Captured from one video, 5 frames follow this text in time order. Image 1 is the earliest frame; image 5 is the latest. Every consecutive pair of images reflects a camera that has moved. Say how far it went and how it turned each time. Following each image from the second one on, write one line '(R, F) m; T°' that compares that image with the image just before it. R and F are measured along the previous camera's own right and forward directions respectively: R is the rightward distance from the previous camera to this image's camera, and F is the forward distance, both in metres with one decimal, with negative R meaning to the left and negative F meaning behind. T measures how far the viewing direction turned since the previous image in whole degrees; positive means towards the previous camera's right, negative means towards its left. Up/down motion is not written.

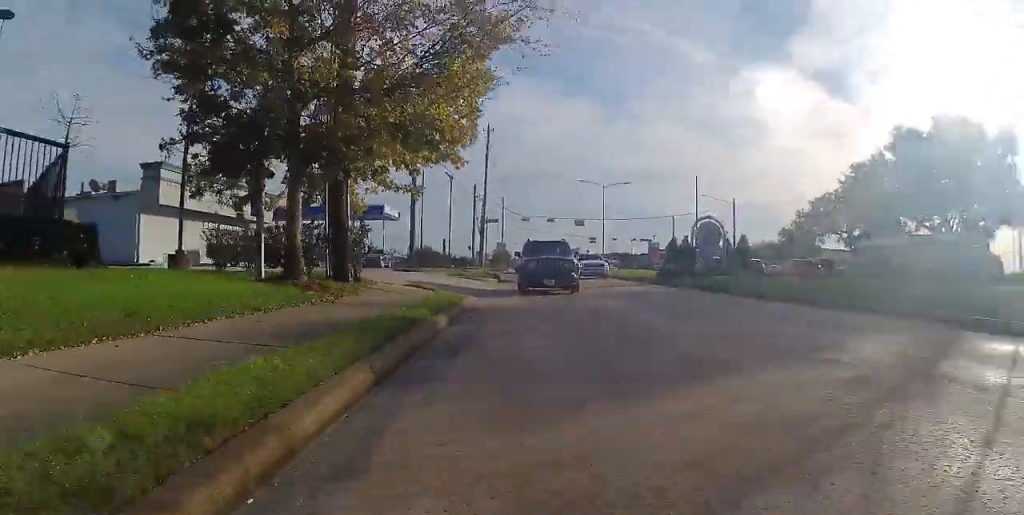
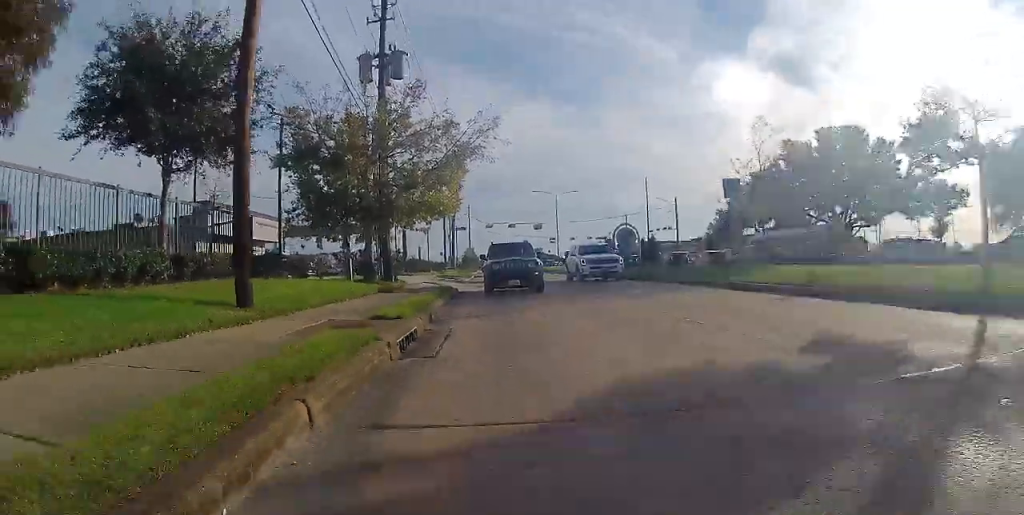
(-0.1, +10.2) m; -3°
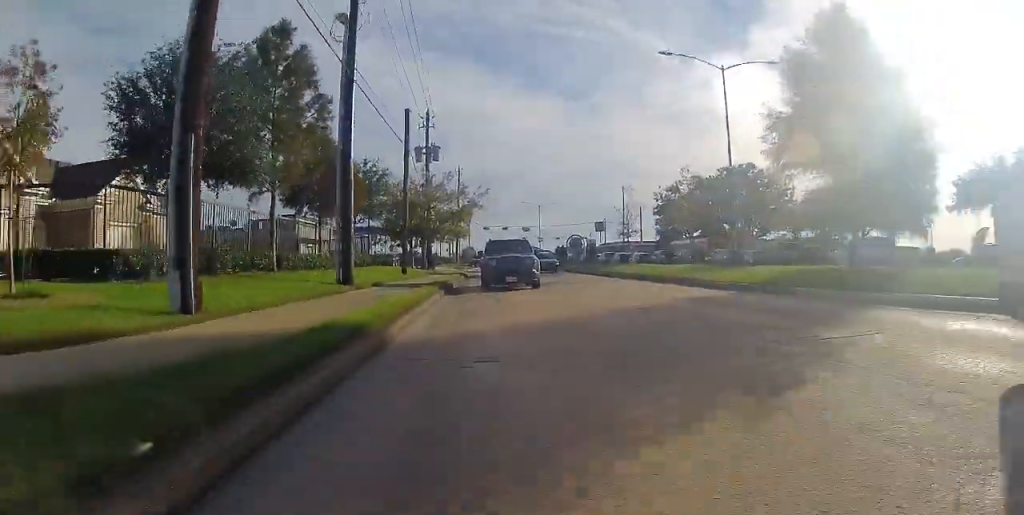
(+0.5, +21.7) m; +4°
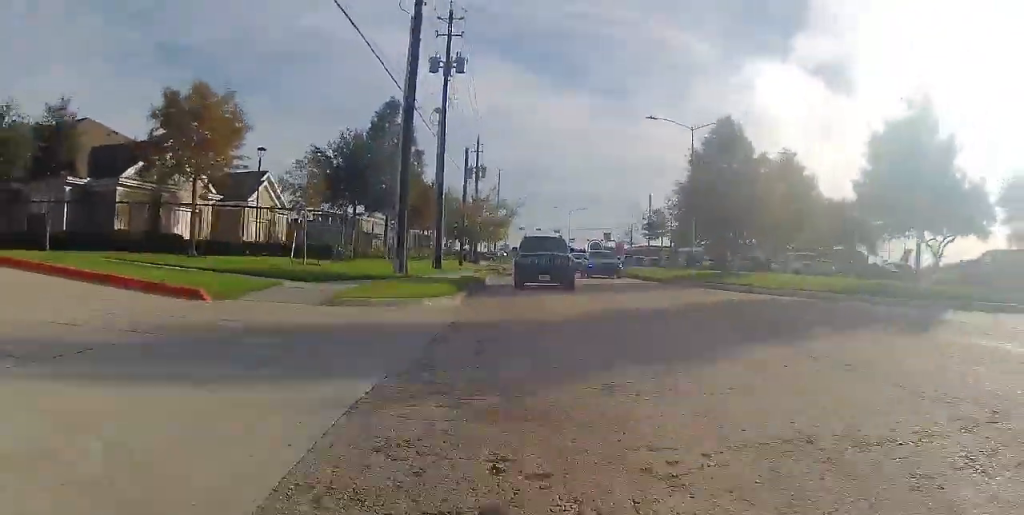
(0.0, +12.5) m; 0°
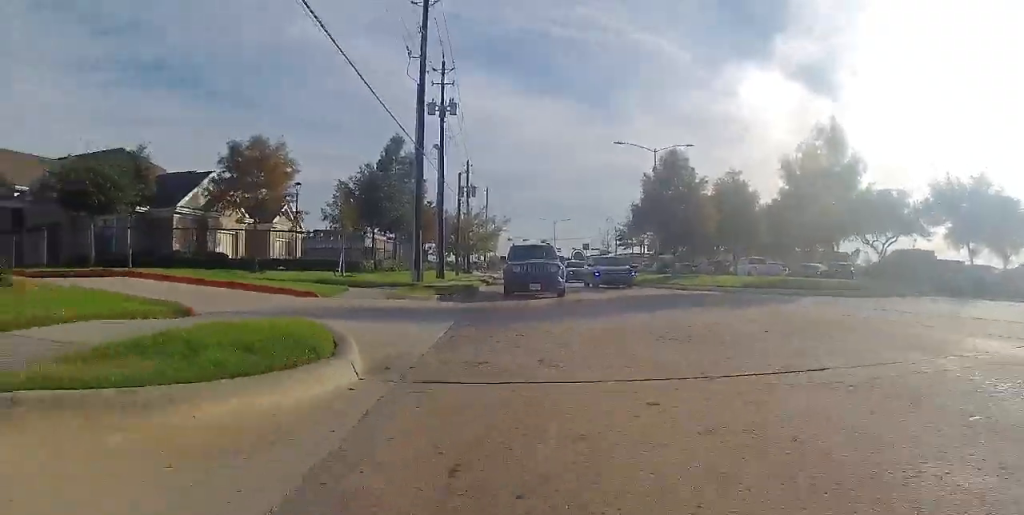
(0.0, +6.1) m; 0°
